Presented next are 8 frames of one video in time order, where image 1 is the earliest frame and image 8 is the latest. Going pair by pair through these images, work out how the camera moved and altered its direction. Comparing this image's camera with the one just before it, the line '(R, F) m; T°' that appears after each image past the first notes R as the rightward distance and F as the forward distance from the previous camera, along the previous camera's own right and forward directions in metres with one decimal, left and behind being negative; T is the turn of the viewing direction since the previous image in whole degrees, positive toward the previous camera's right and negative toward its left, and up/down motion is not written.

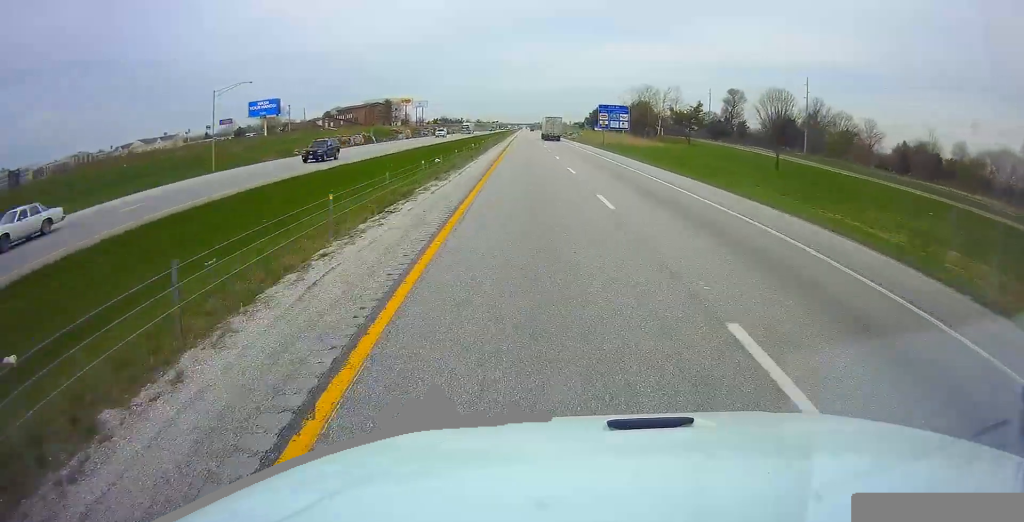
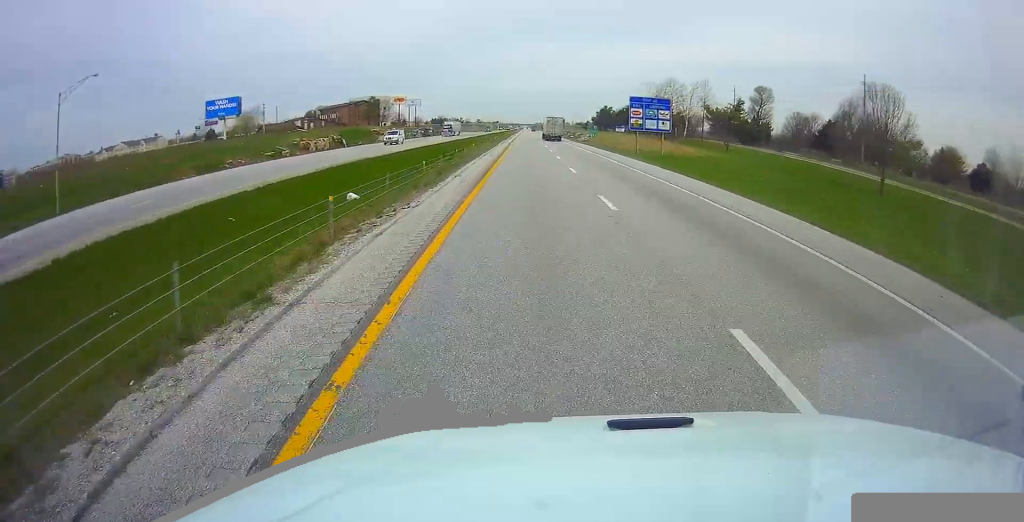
(-0.1, +24.3) m; 0°
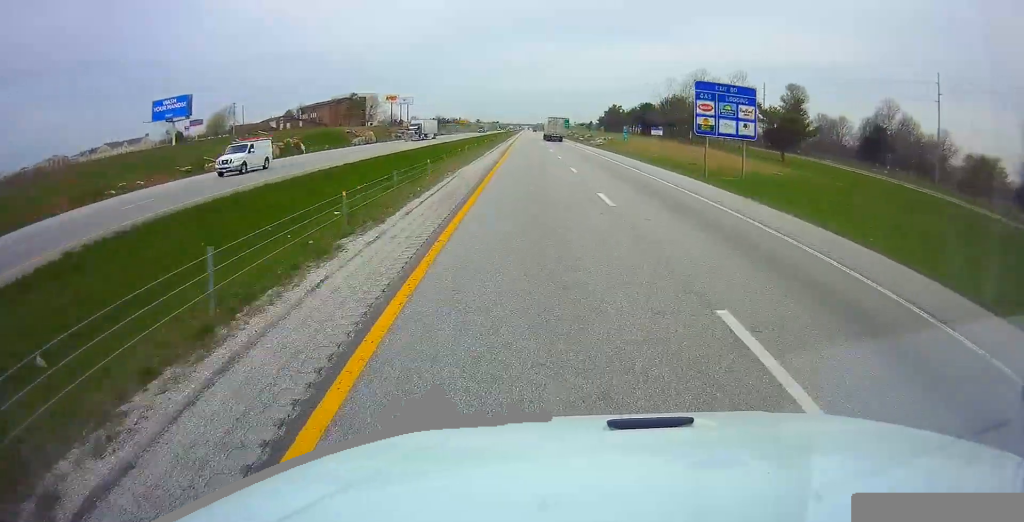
(0.0, +23.3) m; 0°
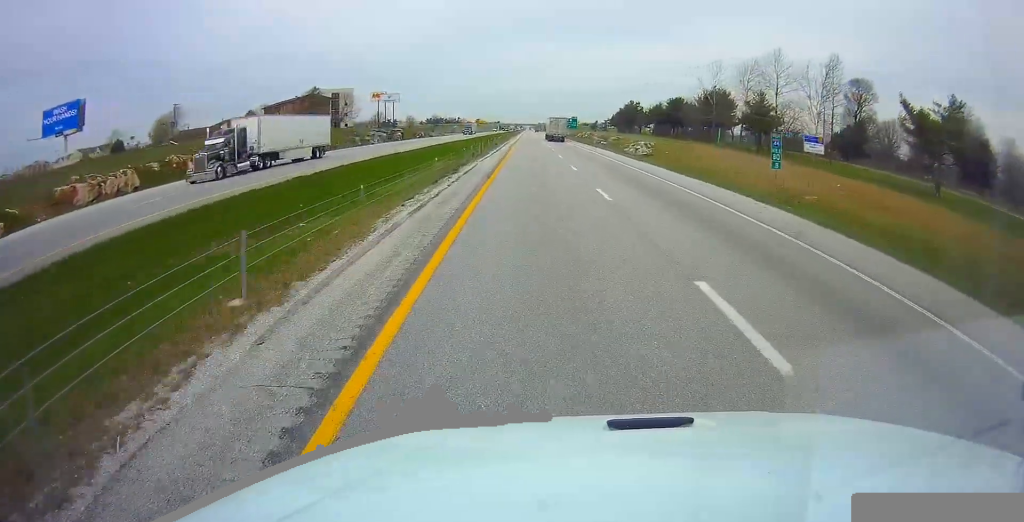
(+0.1, +35.0) m; 0°
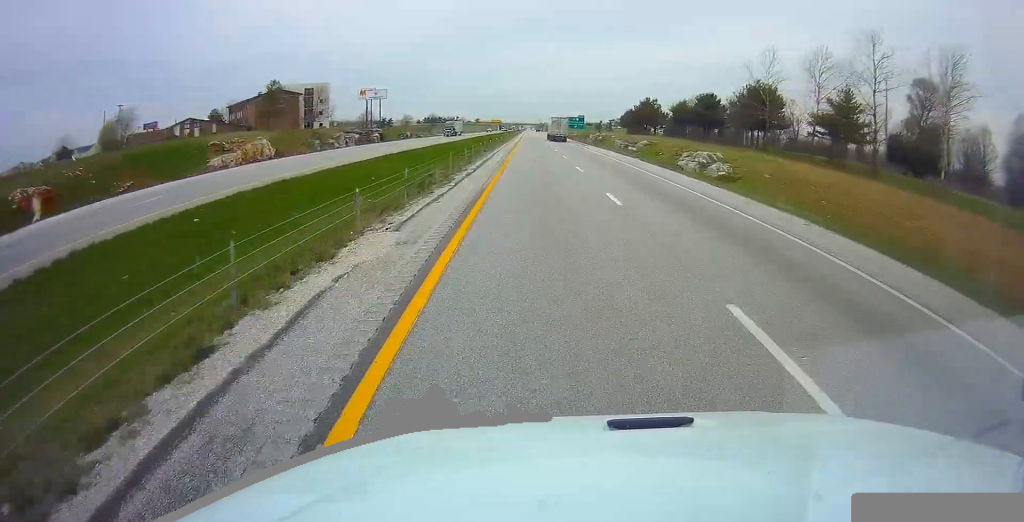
(0.0, +25.4) m; 0°
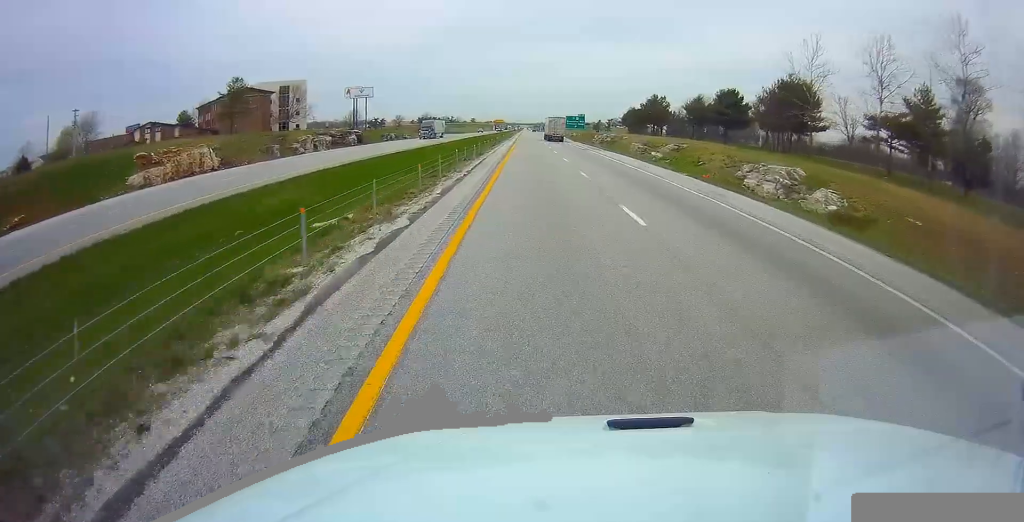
(0.0, +15.6) m; 0°
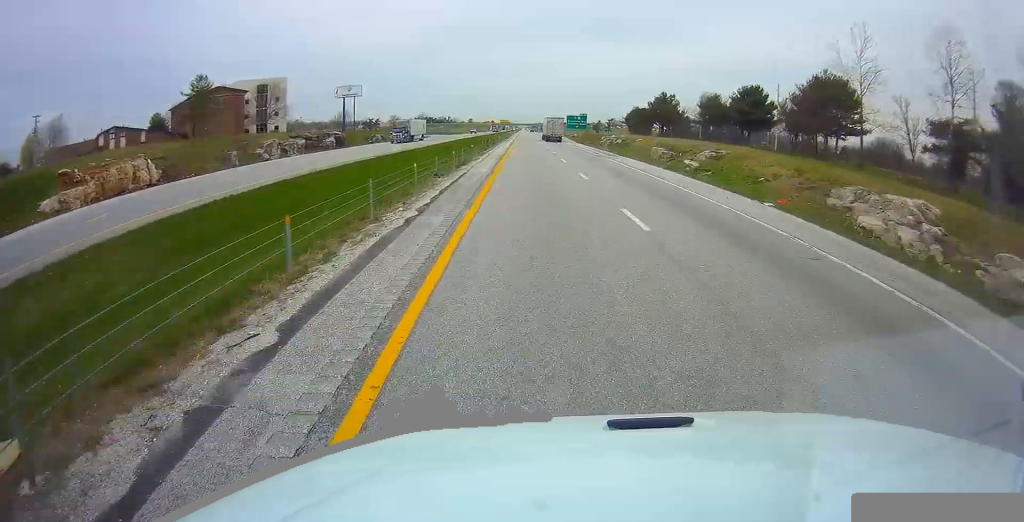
(0.0, +12.6) m; 0°
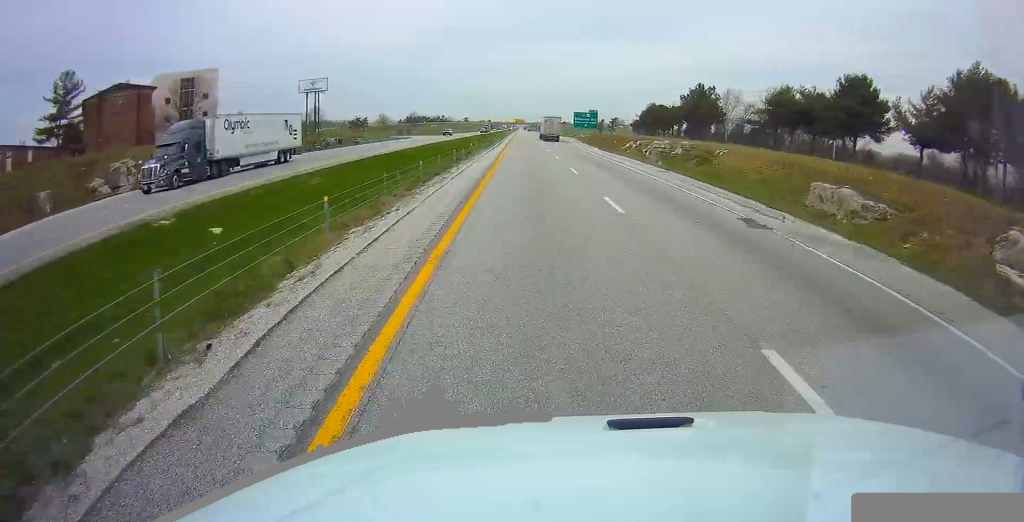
(0.0, +34.1) m; 0°
